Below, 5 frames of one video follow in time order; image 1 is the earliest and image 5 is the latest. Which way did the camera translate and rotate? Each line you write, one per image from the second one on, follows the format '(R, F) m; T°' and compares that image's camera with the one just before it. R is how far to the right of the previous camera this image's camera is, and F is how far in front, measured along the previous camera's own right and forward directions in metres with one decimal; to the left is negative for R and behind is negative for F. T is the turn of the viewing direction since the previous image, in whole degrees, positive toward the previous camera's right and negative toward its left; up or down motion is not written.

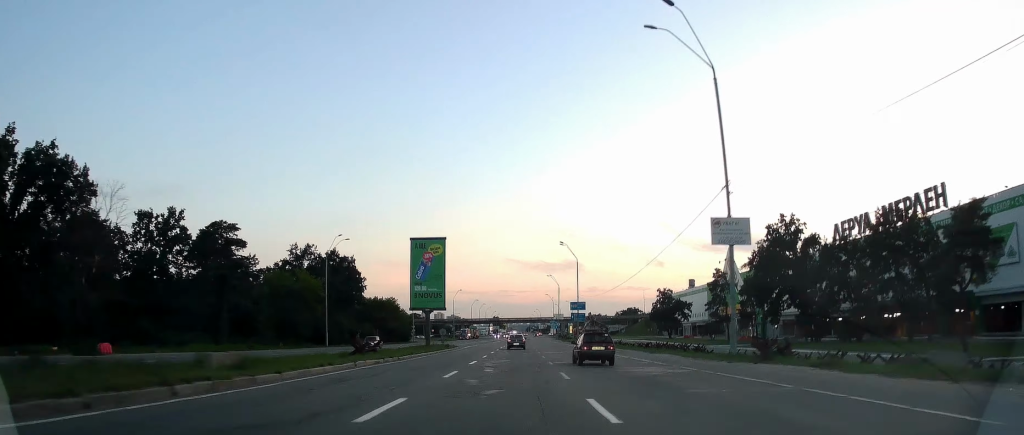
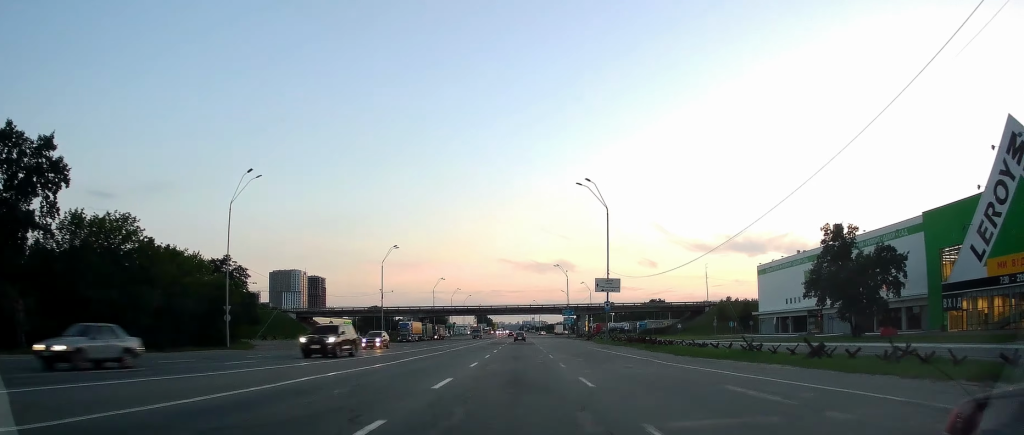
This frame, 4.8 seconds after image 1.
(+1.6, +103.0) m; +1°
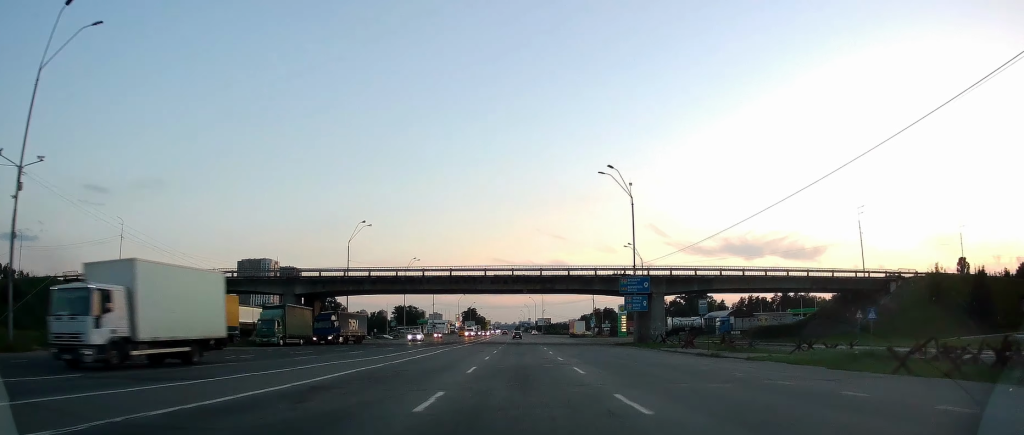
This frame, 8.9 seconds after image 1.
(+0.8, +85.0) m; +1°
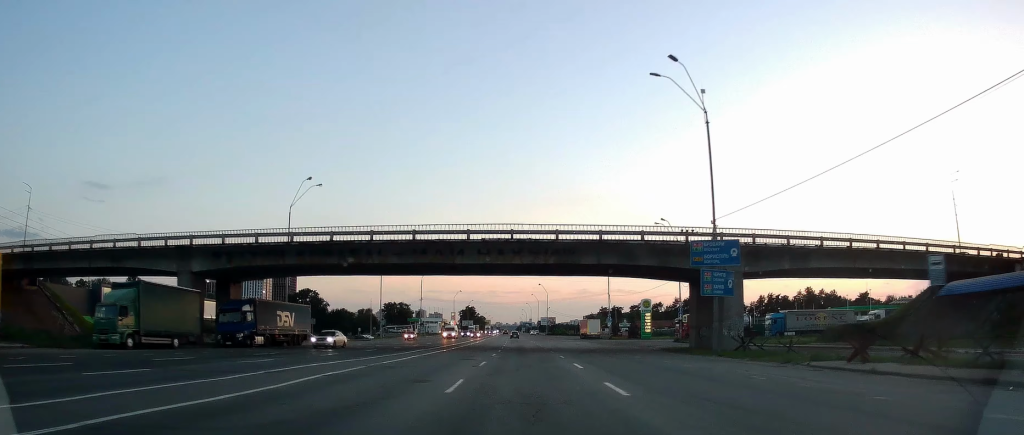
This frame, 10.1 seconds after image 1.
(+0.1, +25.4) m; 0°
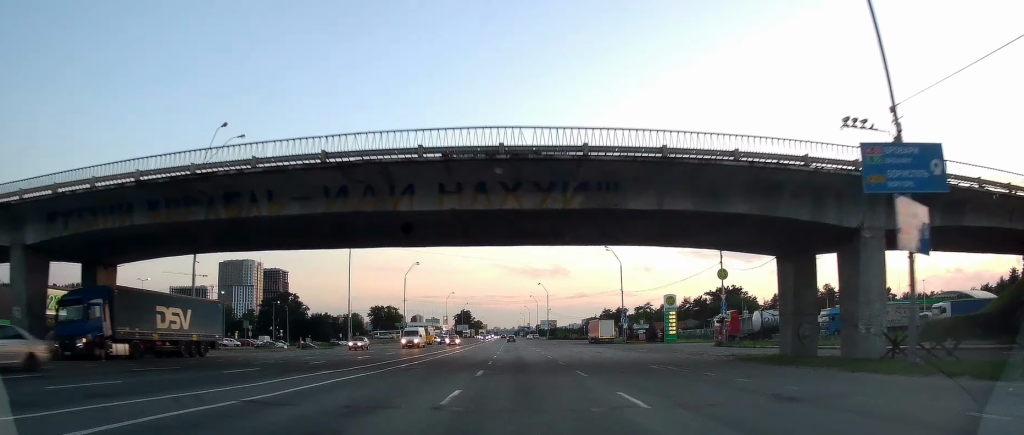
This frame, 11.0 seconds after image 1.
(-0.1, +18.6) m; 0°
